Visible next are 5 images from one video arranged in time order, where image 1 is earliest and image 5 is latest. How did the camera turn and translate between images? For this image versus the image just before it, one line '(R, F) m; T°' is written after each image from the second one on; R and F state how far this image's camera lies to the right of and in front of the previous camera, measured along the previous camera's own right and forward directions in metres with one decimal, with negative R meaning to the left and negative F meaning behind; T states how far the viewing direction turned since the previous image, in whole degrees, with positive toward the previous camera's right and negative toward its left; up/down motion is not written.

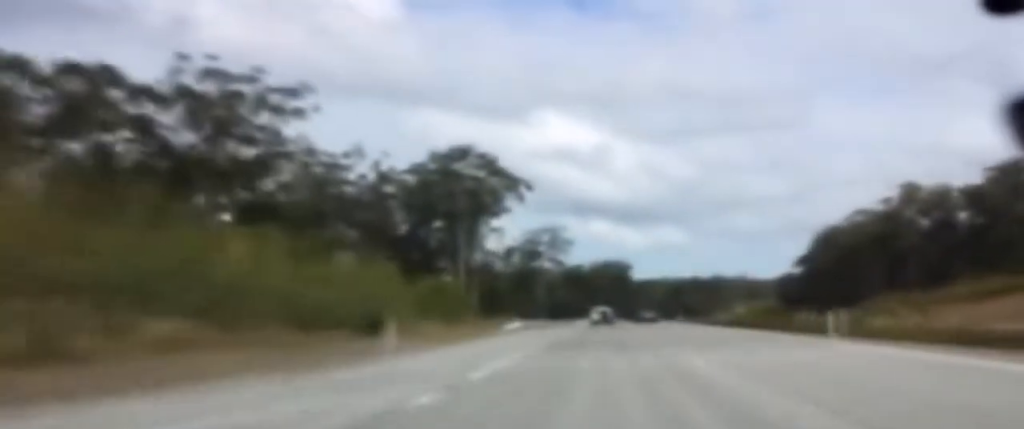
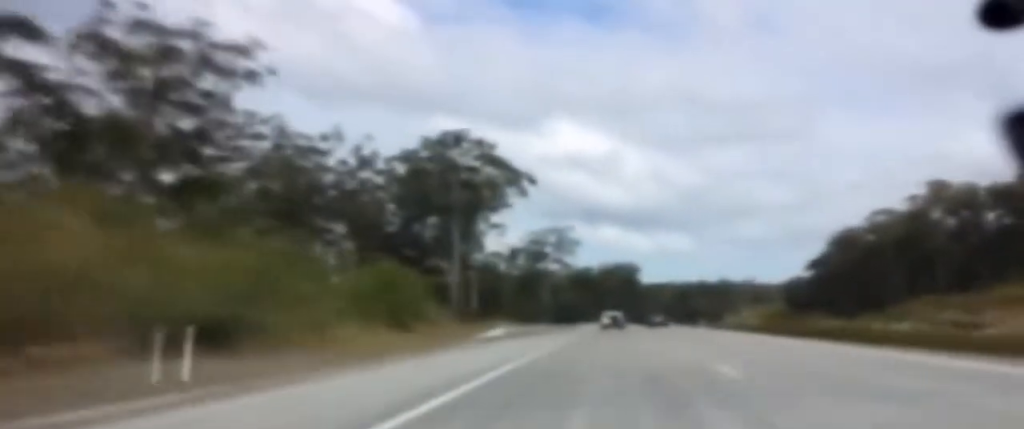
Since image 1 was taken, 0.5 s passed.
(0.0, +15.3) m; 0°
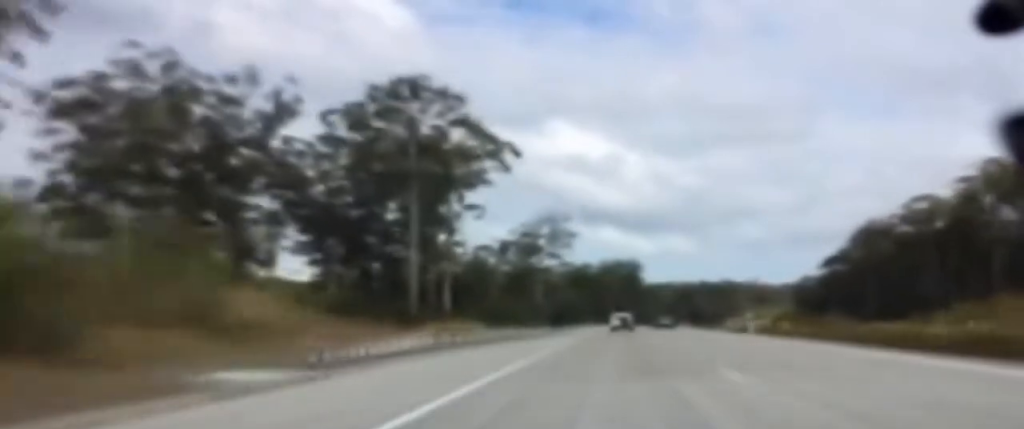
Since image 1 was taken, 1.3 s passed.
(+0.1, +25.6) m; 0°
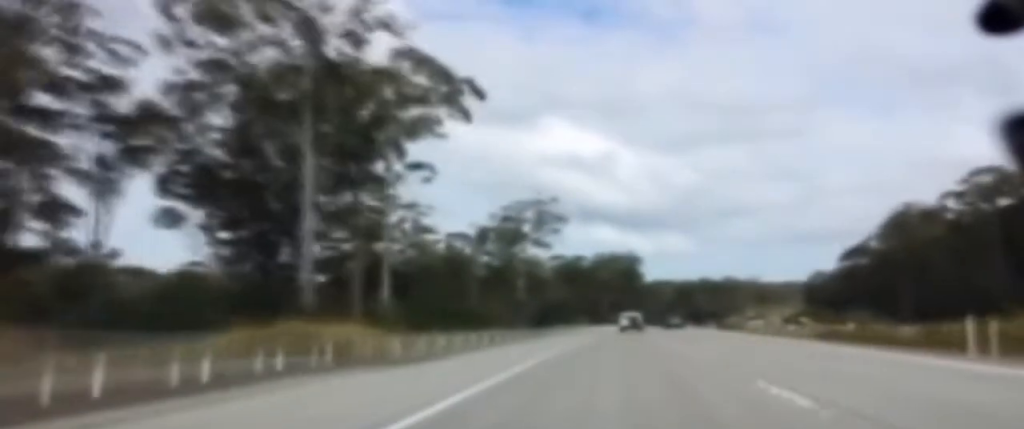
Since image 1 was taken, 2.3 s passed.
(+0.1, +29.7) m; 0°
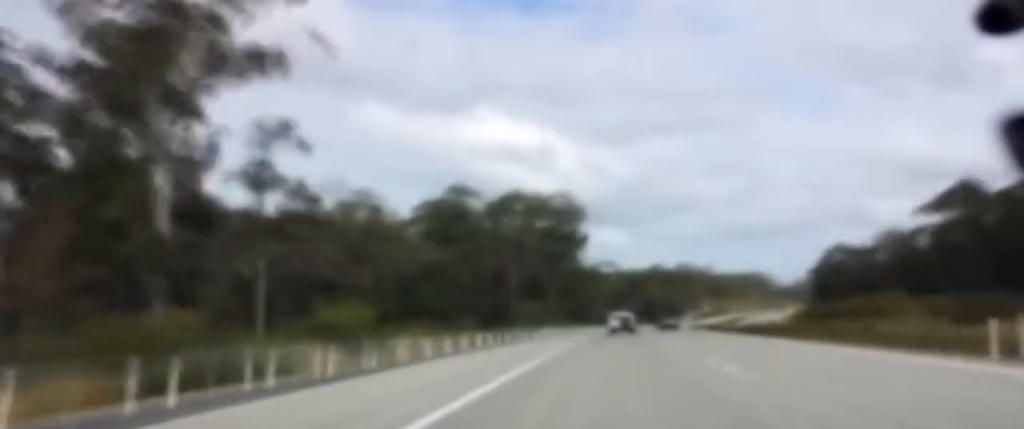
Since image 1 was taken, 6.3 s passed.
(+2.7, +121.3) m; +4°
